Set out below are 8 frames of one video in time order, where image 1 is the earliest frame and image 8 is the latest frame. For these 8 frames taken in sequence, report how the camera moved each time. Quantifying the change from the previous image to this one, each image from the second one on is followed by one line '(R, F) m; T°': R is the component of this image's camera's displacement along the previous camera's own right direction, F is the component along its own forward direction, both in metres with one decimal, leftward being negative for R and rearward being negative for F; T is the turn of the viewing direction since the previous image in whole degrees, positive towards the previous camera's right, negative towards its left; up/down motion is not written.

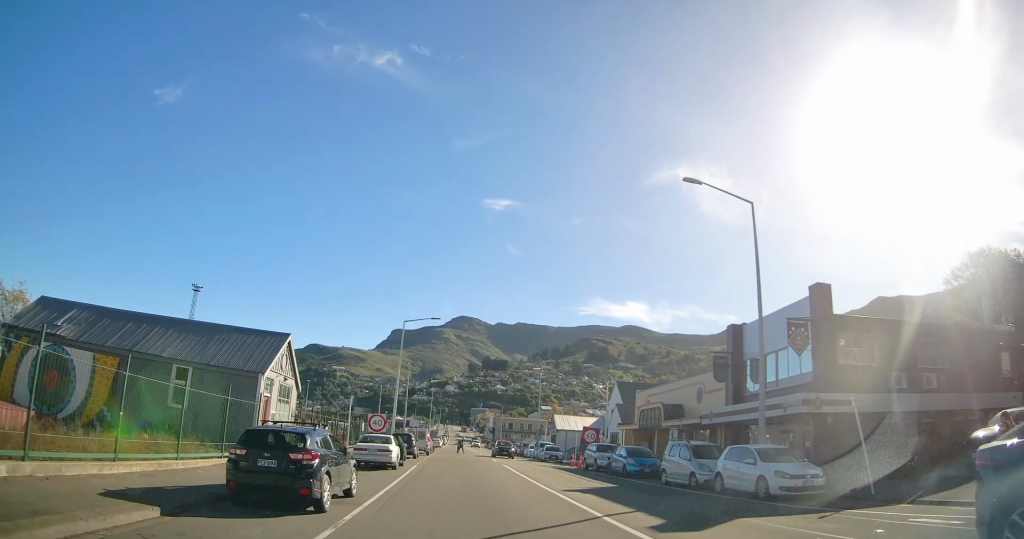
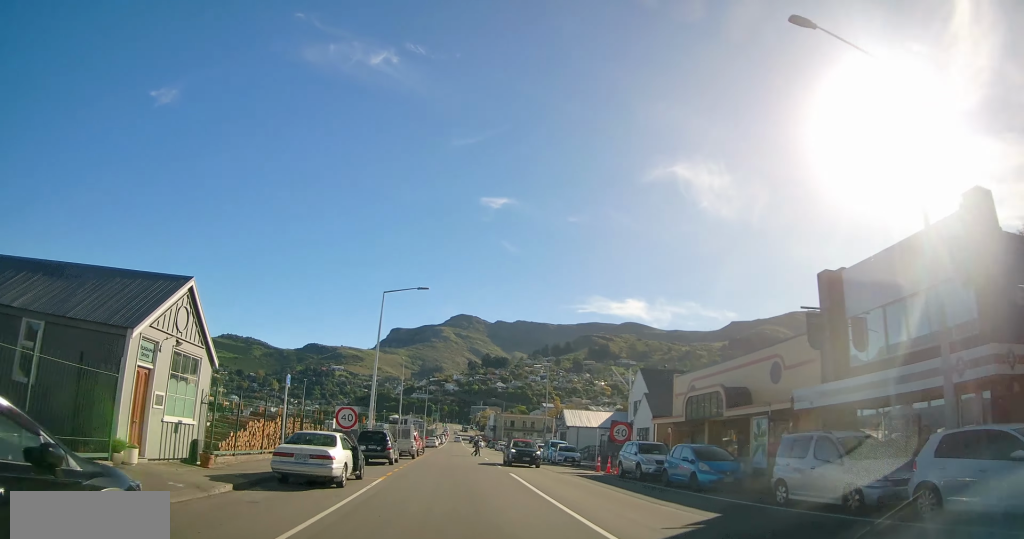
(+0.5, +8.9) m; +4°
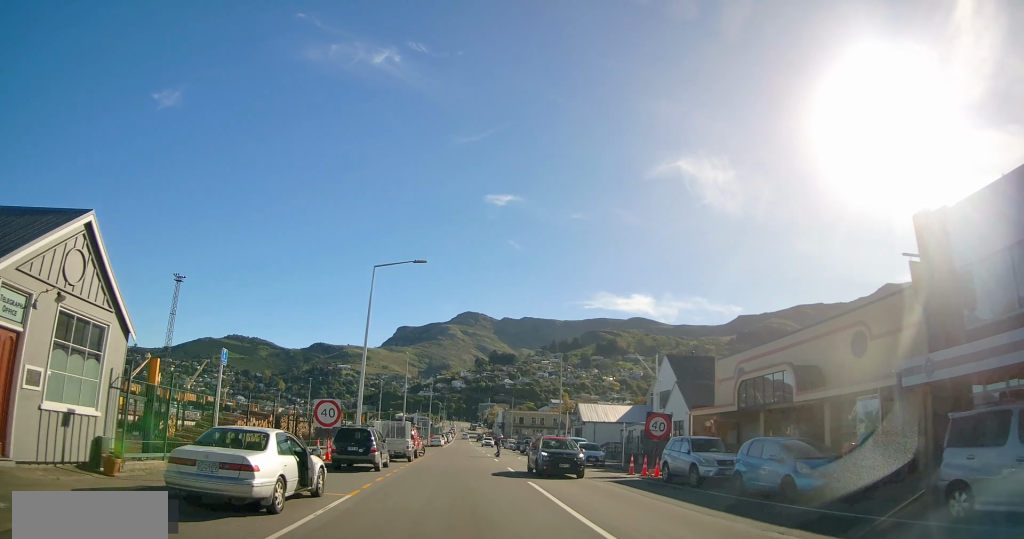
(+0.1, +5.3) m; 0°
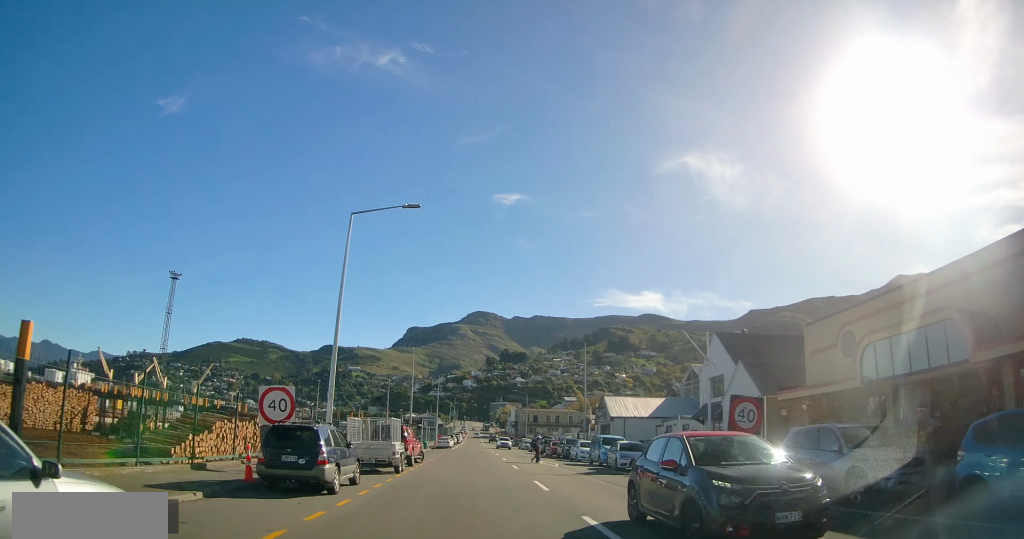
(-0.1, +7.9) m; -2°
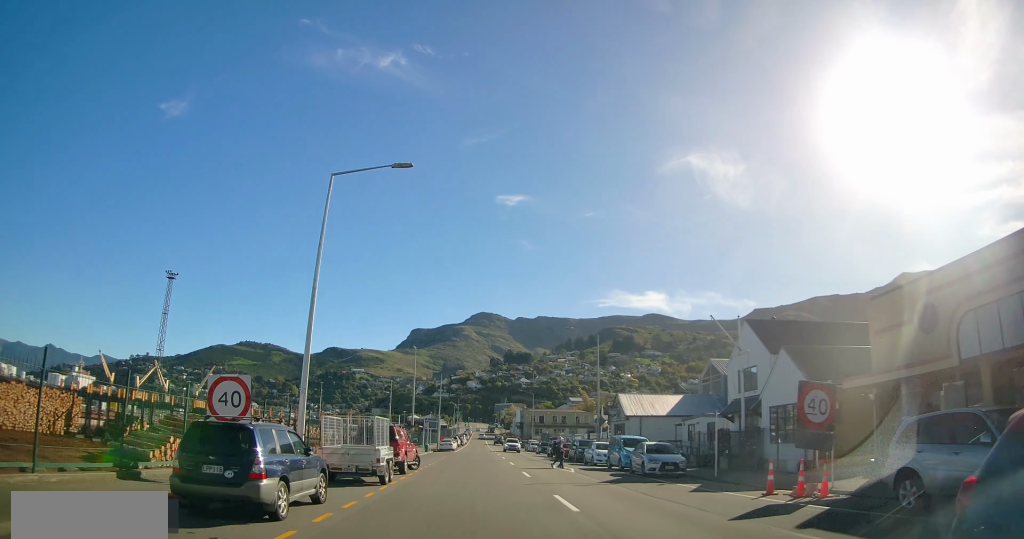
(-0.1, +4.1) m; 0°
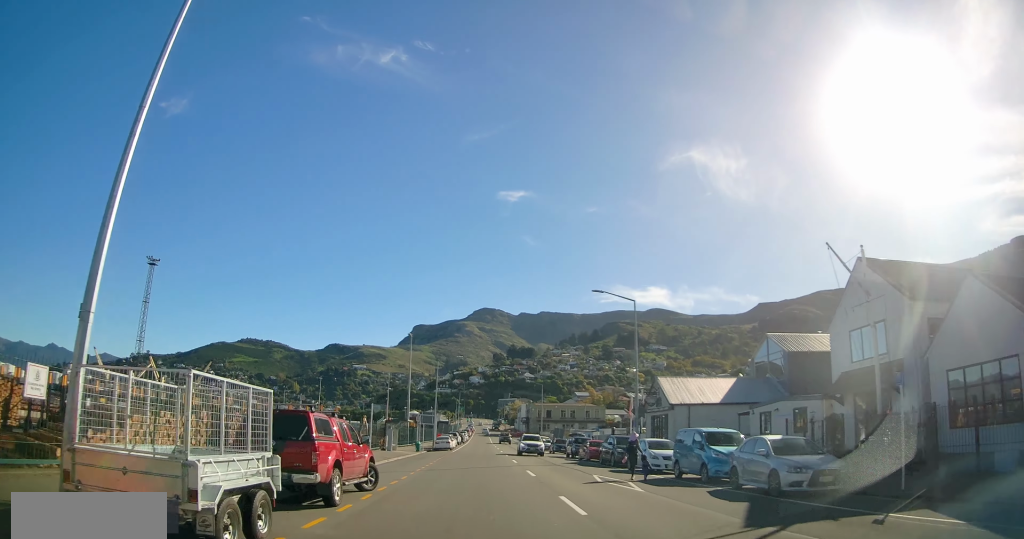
(+0.1, +11.4) m; 0°
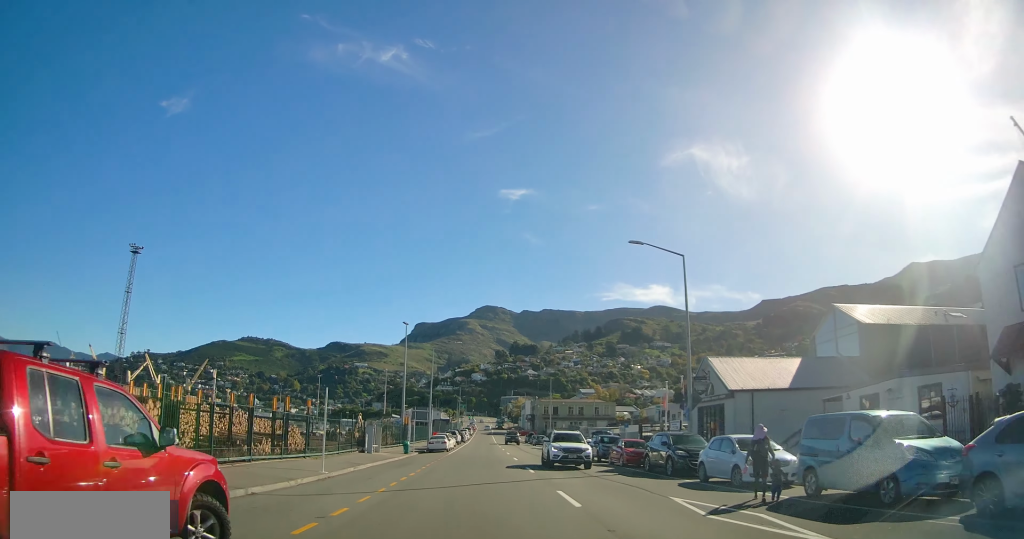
(-0.2, +9.3) m; 0°
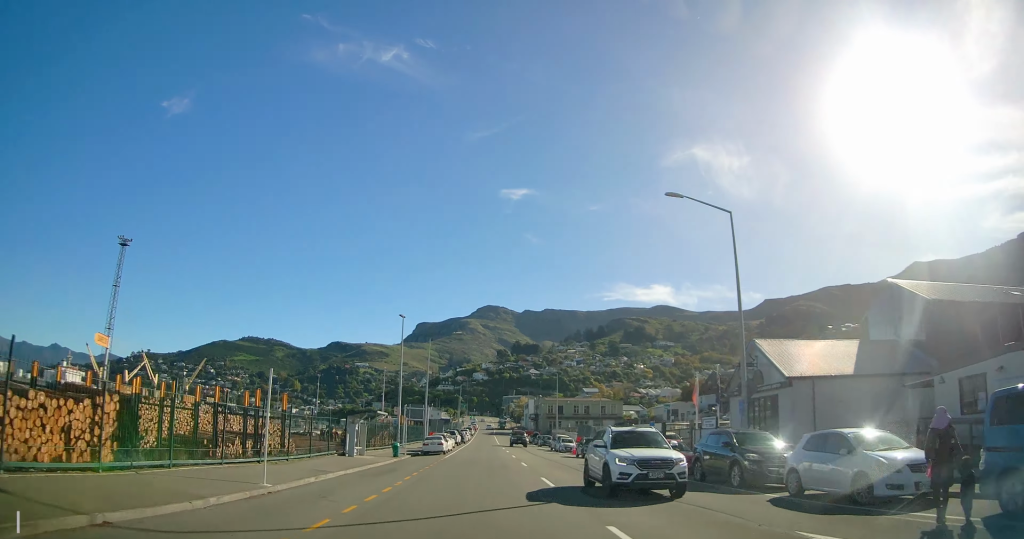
(0.0, +5.7) m; +1°
